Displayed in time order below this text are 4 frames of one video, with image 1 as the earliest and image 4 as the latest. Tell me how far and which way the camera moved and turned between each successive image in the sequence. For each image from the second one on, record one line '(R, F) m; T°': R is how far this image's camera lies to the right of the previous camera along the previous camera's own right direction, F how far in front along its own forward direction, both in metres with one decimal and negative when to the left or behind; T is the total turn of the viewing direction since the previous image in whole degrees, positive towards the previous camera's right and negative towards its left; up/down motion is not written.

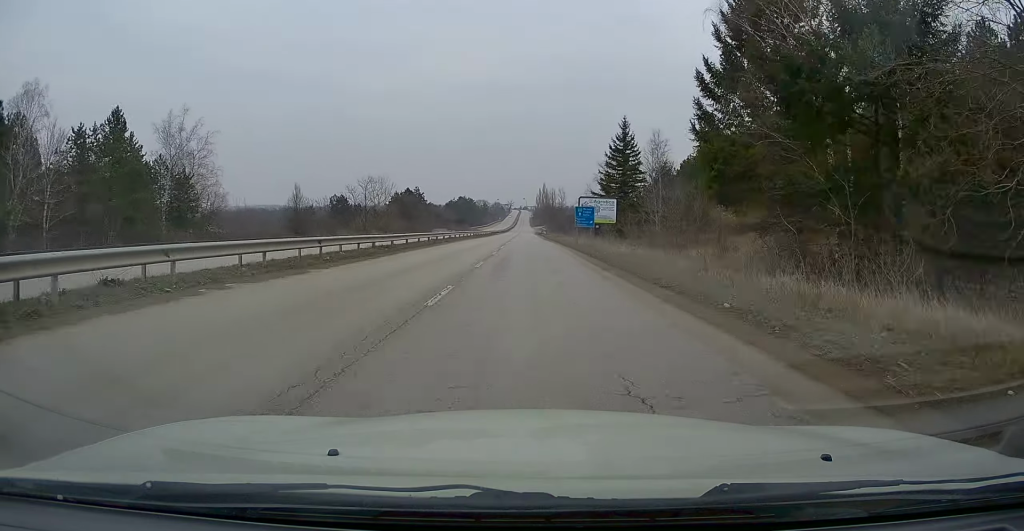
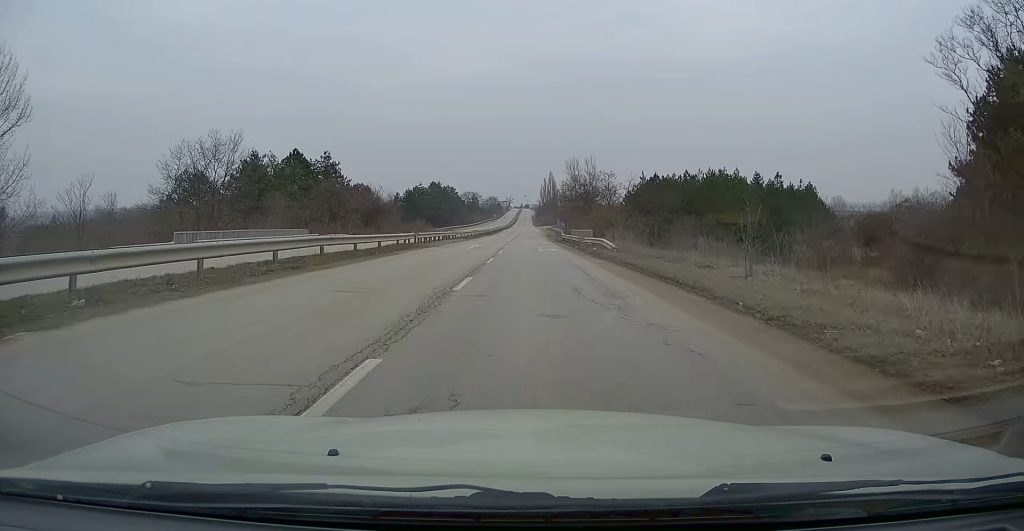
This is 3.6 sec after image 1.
(-0.6, +86.2) m; 0°
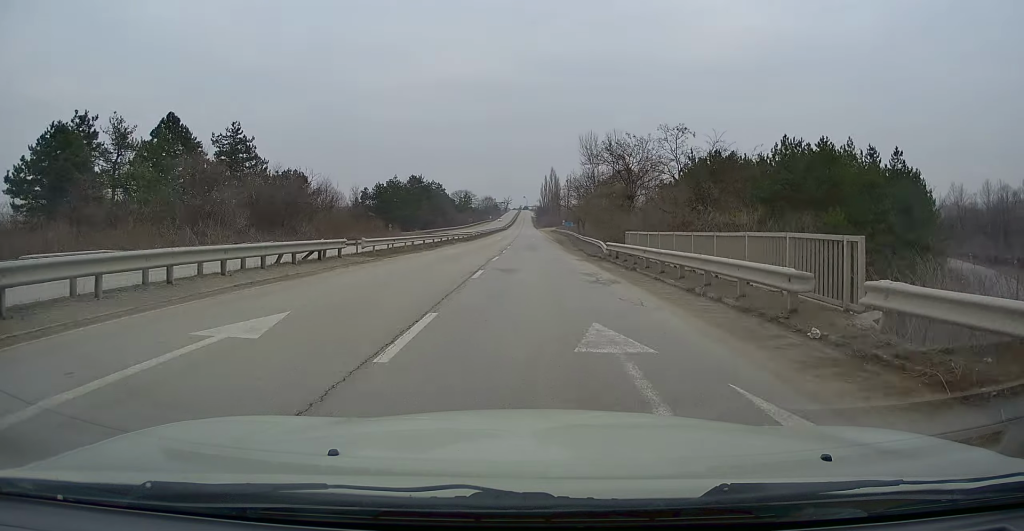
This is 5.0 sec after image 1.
(+0.3, +32.9) m; 0°
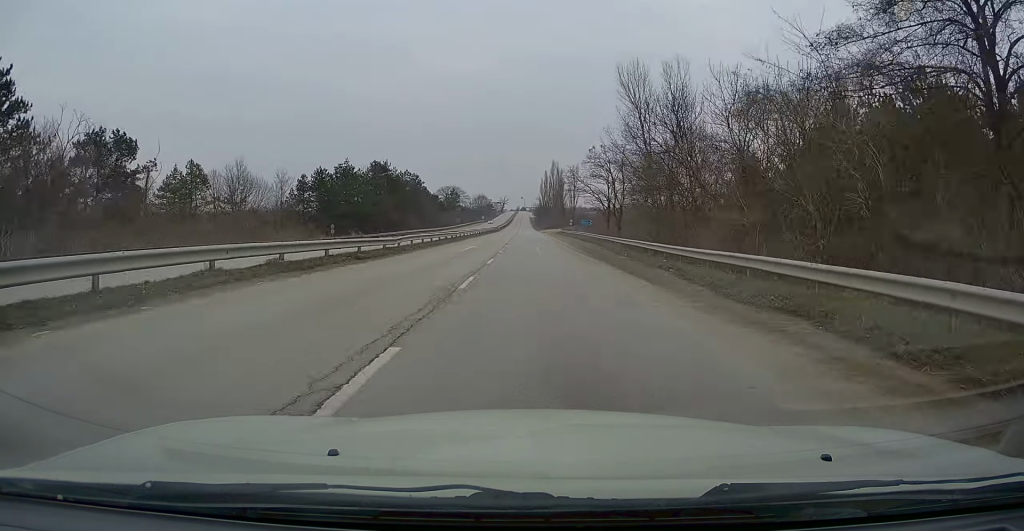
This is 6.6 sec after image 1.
(-0.5, +37.7) m; 0°
